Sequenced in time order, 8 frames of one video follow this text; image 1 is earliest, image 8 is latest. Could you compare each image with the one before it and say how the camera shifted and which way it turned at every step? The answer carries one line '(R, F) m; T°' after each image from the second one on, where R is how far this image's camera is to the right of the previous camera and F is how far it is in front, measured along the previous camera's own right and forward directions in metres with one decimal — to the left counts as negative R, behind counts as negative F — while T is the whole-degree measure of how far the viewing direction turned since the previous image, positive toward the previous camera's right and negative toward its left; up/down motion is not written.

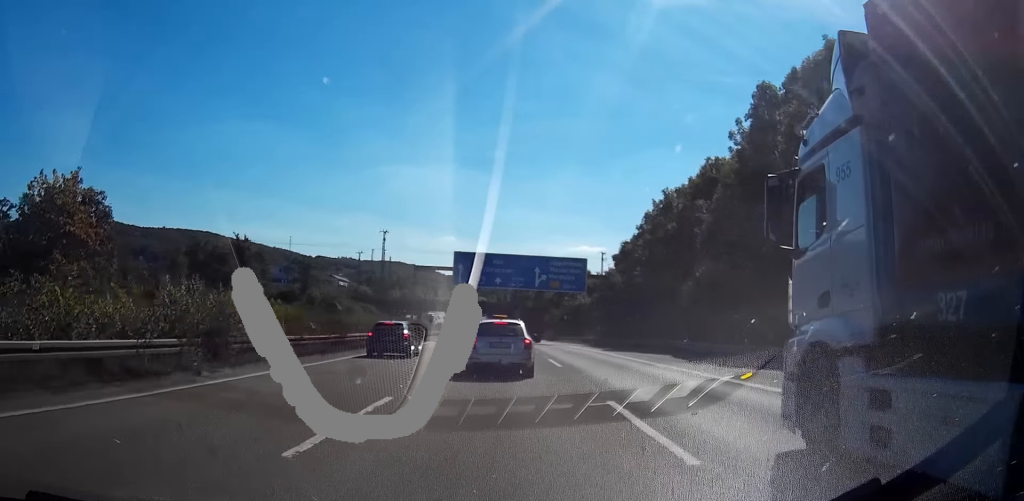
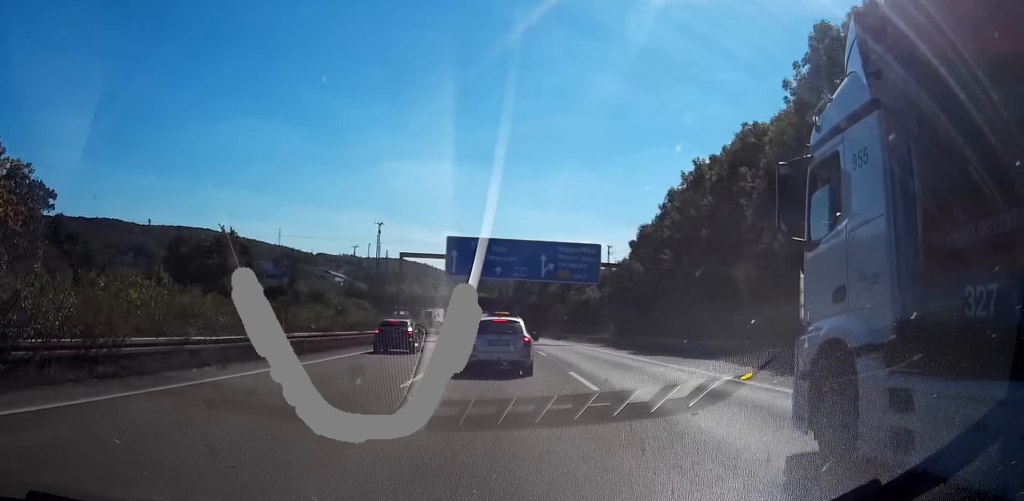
(0.0, +9.5) m; 0°
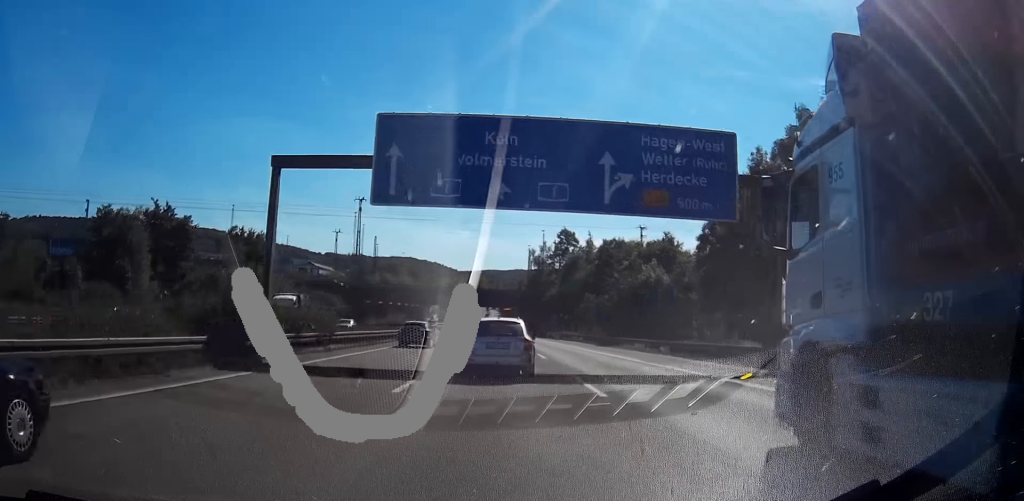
(-0.5, +35.4) m; -3°
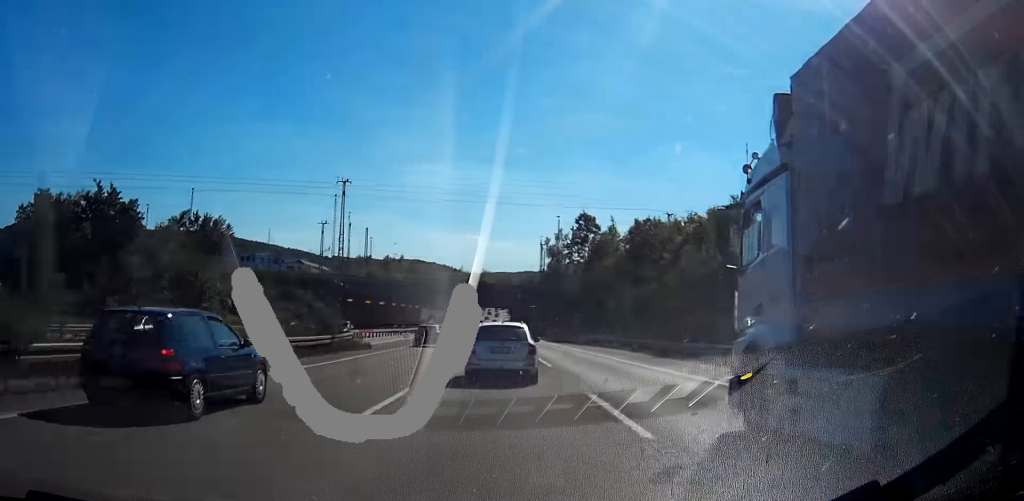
(-0.6, +22.1) m; -2°
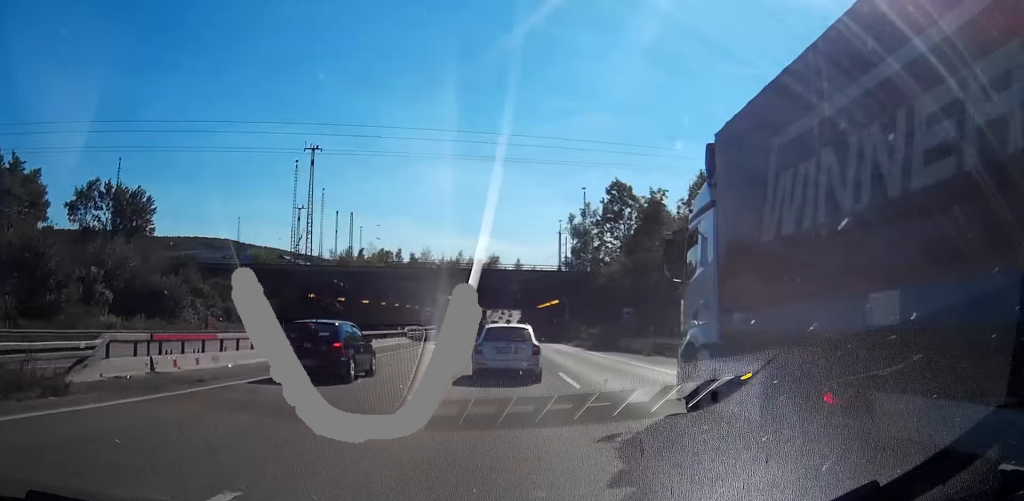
(-0.3, +27.8) m; -1°
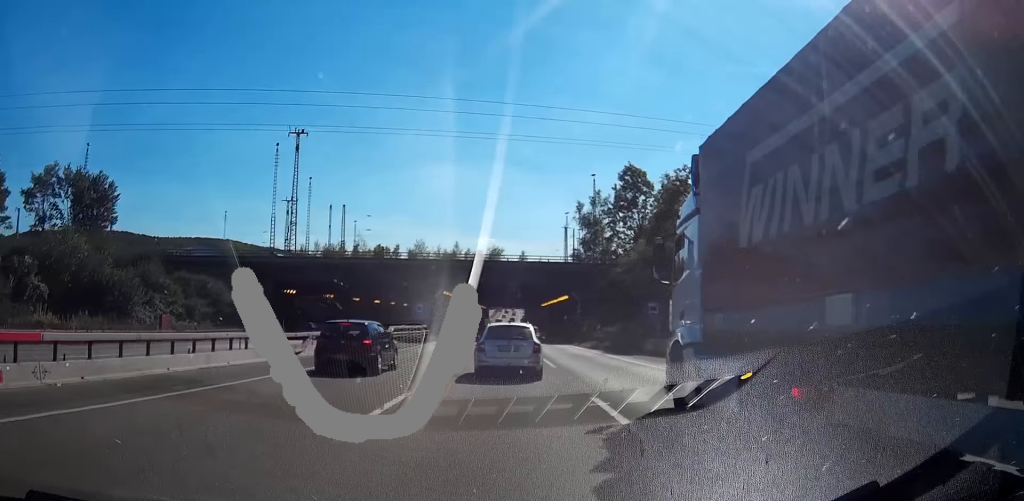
(0.0, +9.1) m; 0°
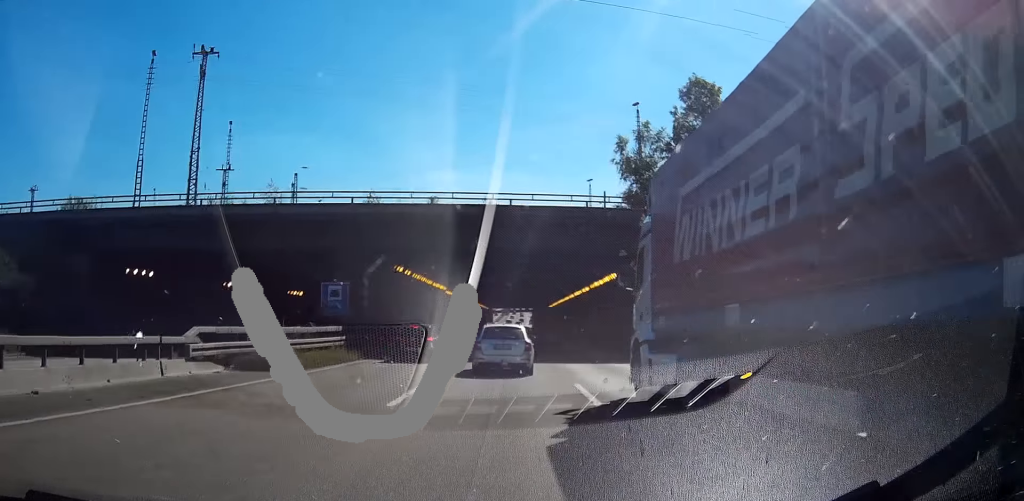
(+0.2, +33.1) m; +1°
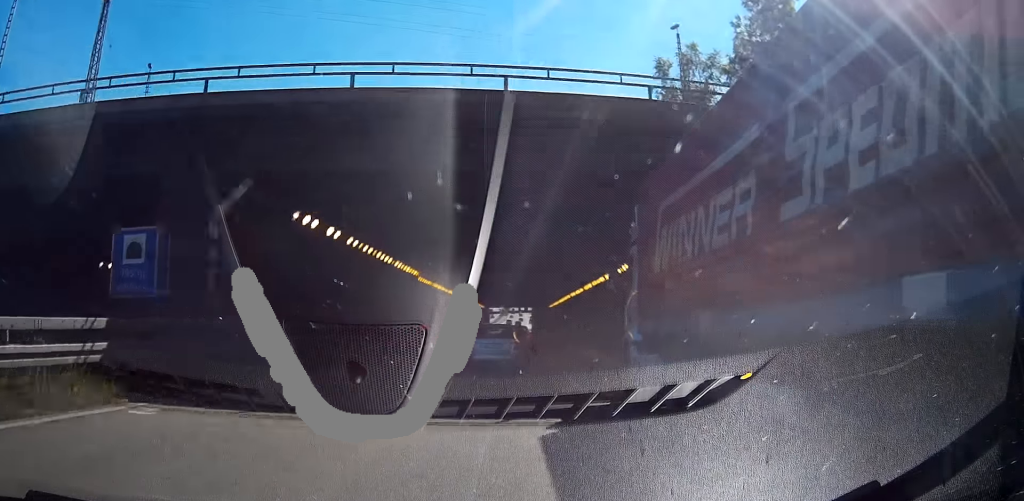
(+0.1, +18.5) m; 0°
